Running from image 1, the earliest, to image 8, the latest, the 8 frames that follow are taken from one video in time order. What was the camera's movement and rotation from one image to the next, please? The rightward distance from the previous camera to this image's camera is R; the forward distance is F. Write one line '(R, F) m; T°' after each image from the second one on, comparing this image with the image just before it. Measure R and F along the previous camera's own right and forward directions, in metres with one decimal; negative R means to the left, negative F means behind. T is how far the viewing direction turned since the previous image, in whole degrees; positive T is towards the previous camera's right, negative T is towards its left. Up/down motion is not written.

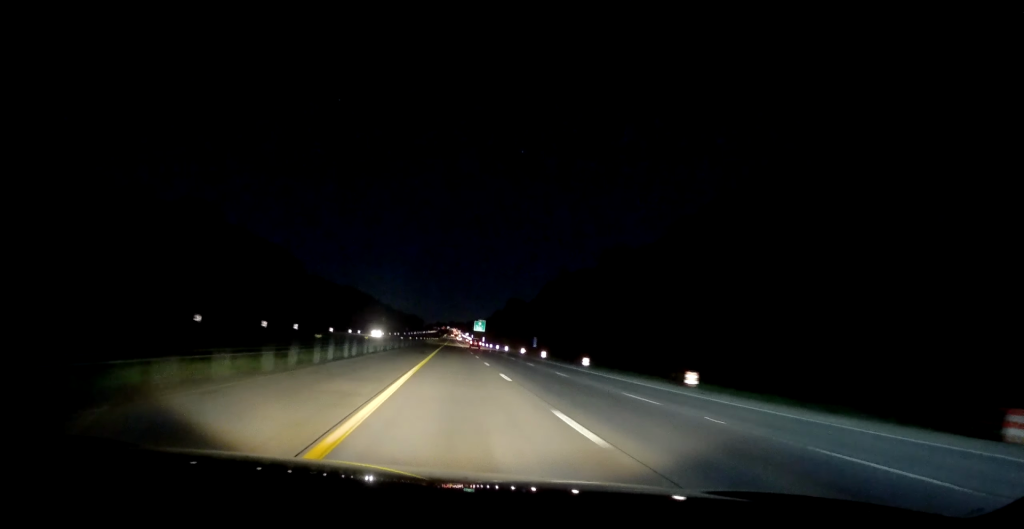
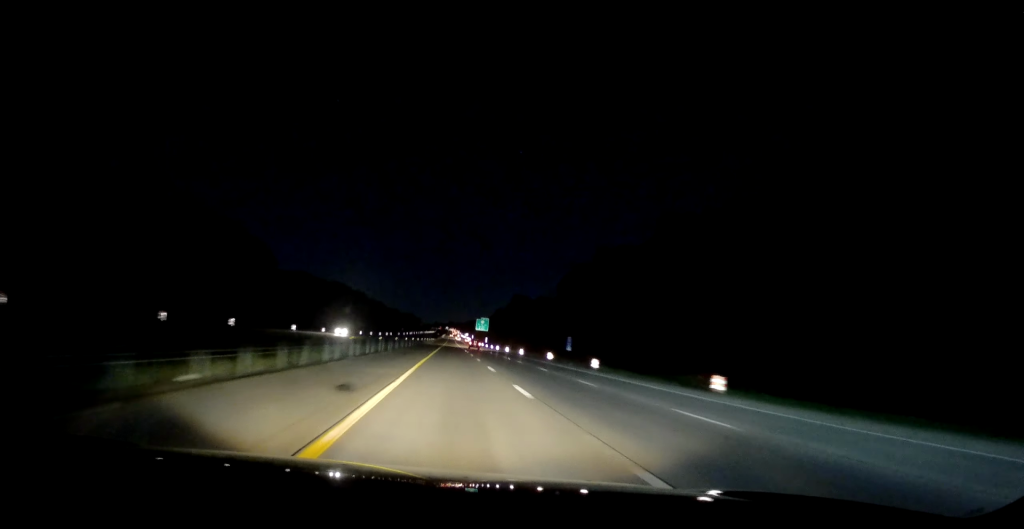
(-0.1, +29.6) m; 0°
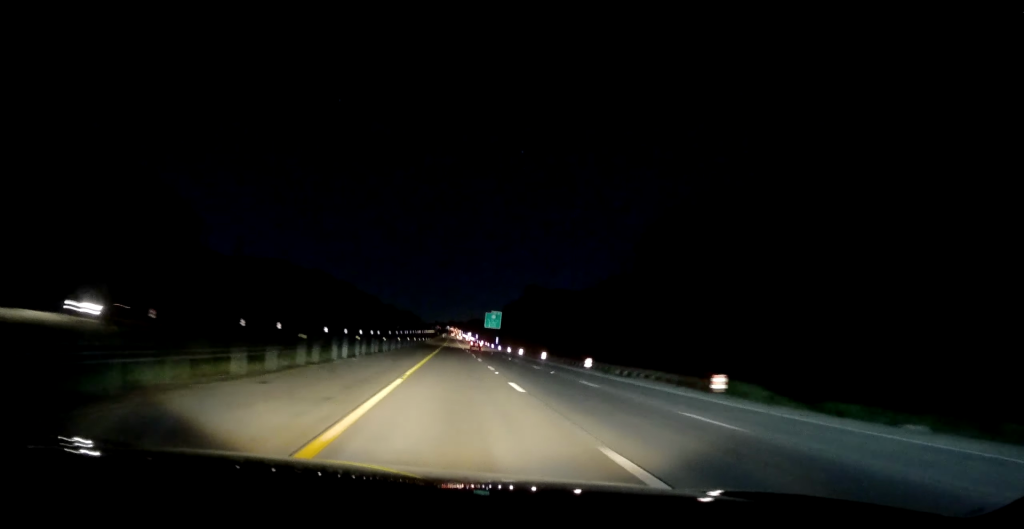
(-0.1, +47.8) m; 0°
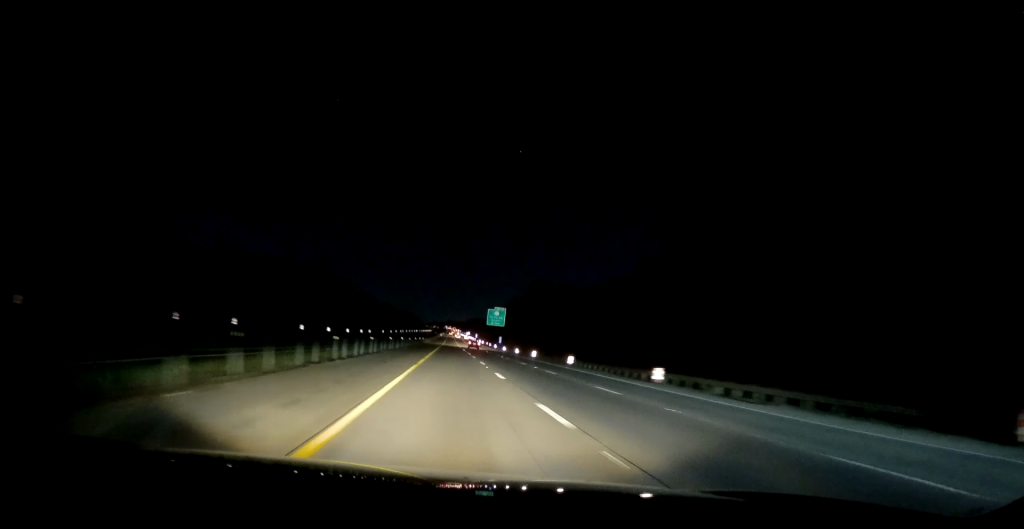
(+0.1, +18.2) m; 0°
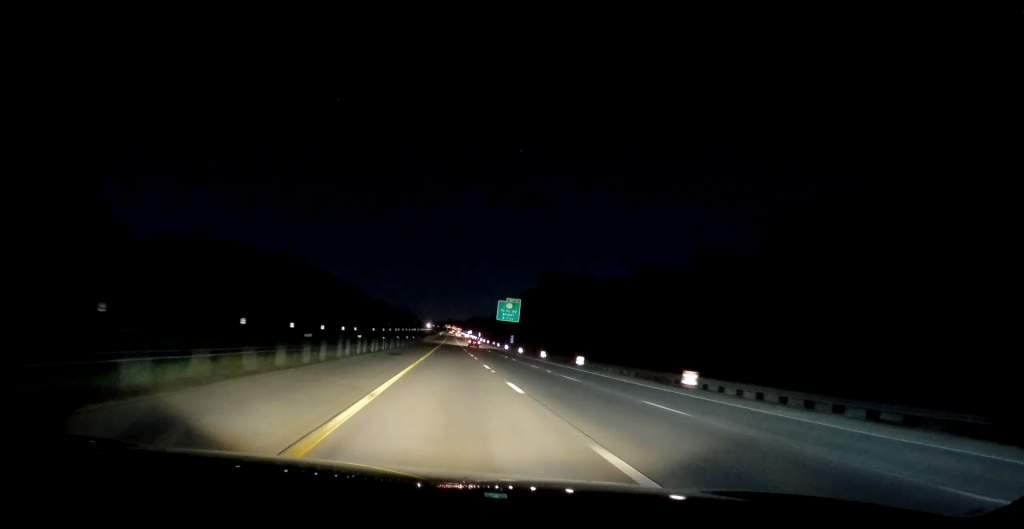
(+0.1, +30.8) m; 0°
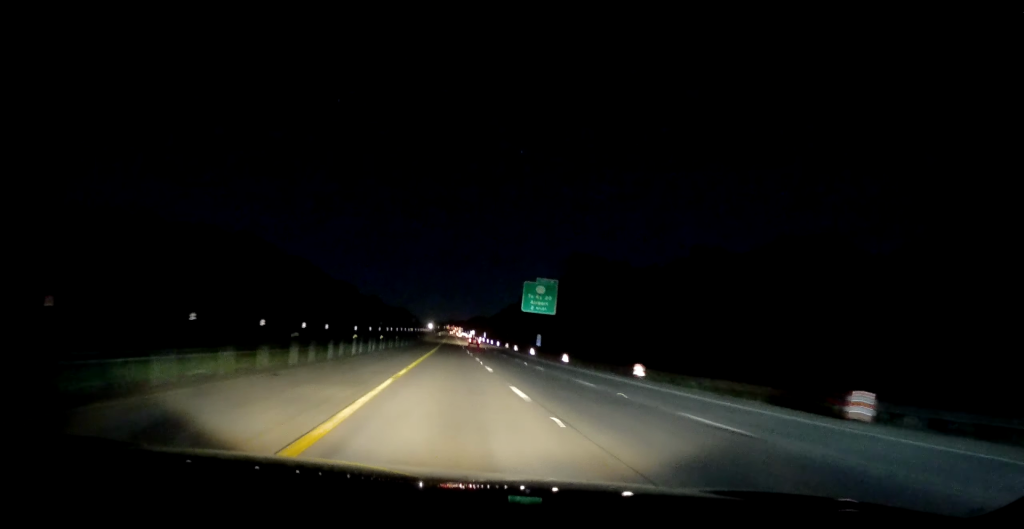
(-0.2, +39.1) m; 0°
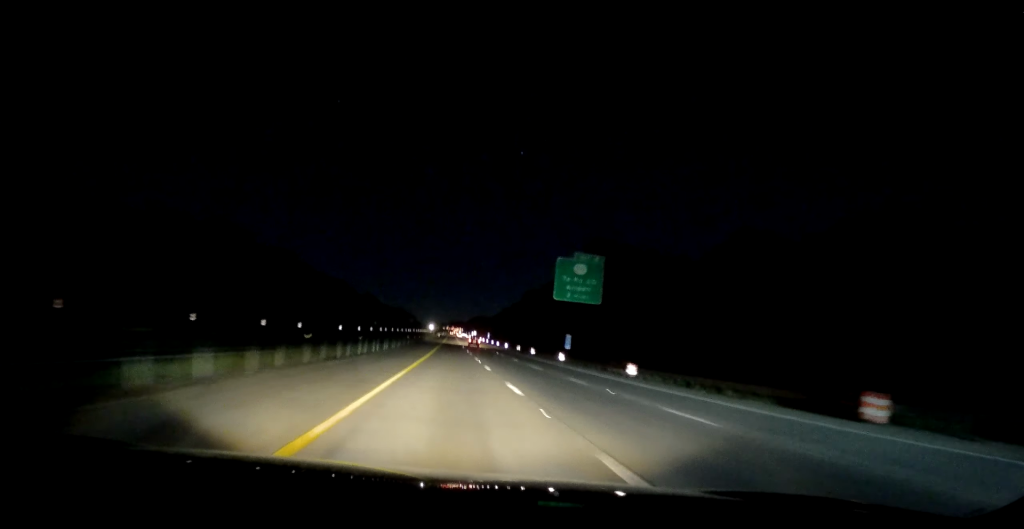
(-0.1, +23.1) m; 0°
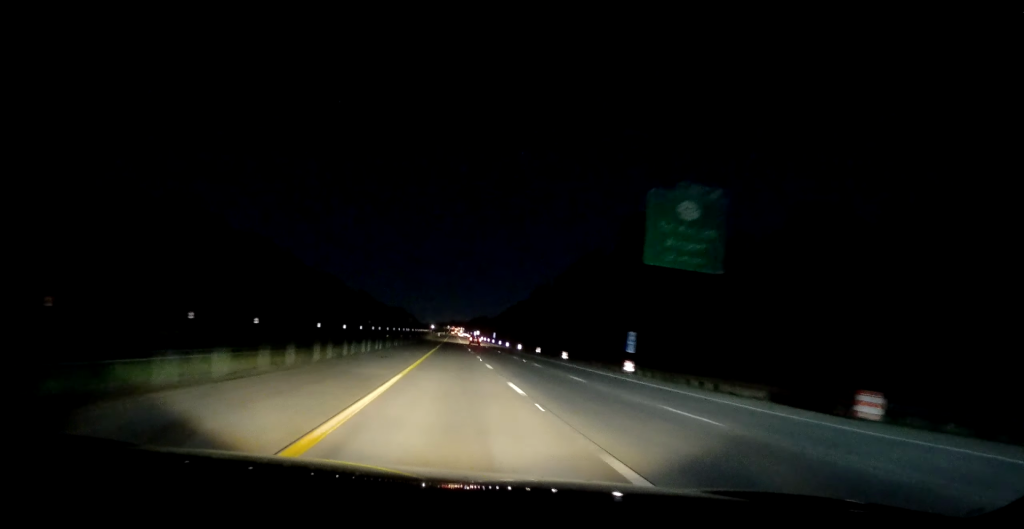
(+0.2, +24.2) m; 0°
